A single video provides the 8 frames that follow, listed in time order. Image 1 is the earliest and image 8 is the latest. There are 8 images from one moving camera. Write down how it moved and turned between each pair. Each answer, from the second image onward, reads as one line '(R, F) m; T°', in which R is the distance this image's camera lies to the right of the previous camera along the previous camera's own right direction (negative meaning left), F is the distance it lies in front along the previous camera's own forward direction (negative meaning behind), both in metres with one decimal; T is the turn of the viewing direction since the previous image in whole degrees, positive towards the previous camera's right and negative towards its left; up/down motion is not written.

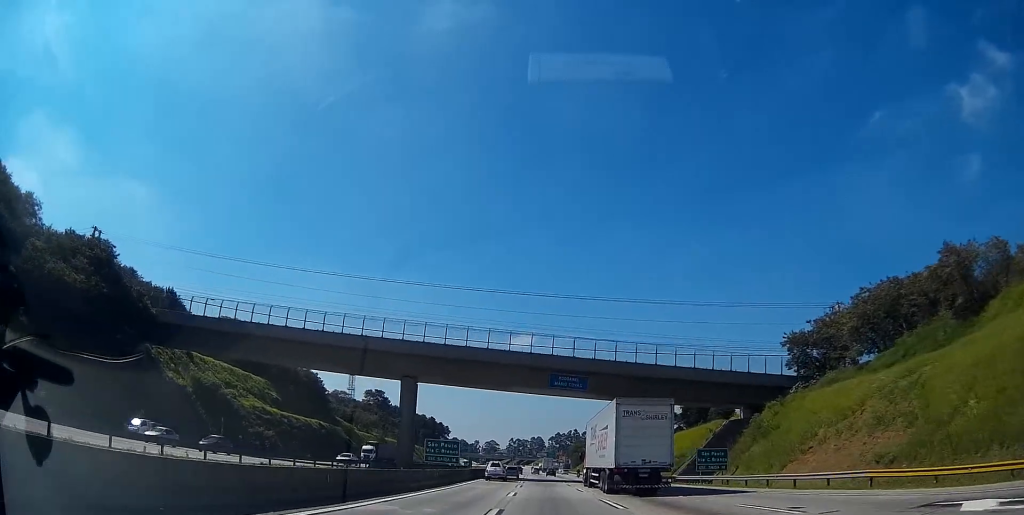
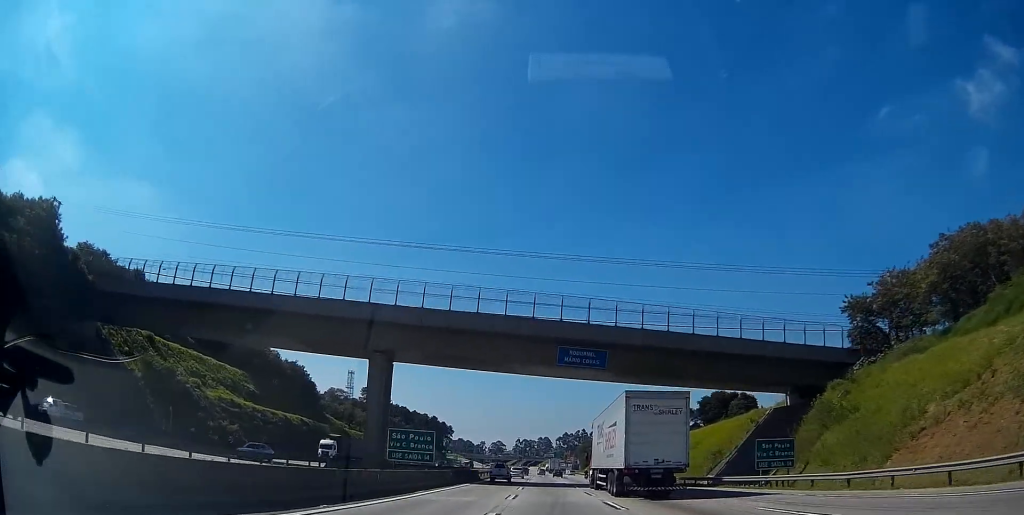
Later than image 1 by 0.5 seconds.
(-0.5, +14.0) m; -1°
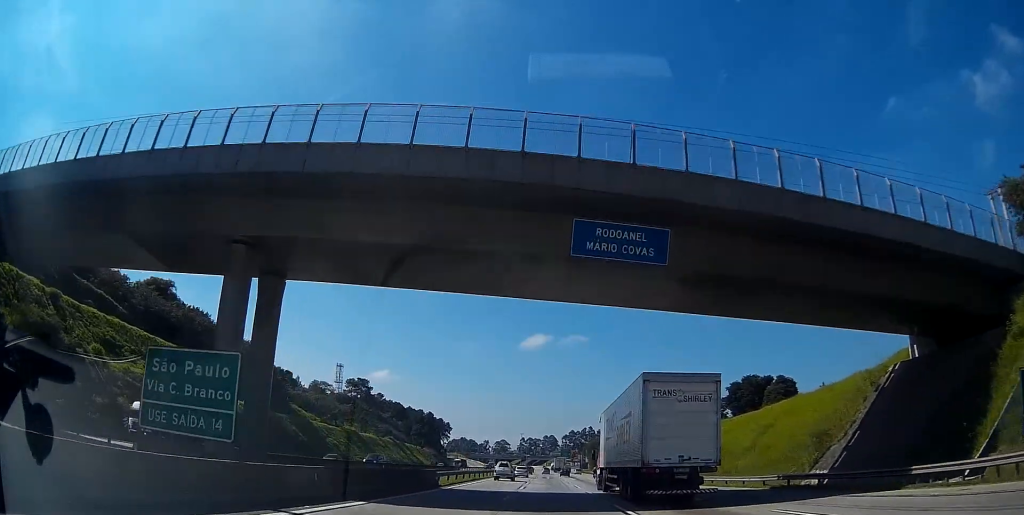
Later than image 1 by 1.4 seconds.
(-0.5, +25.2) m; -2°
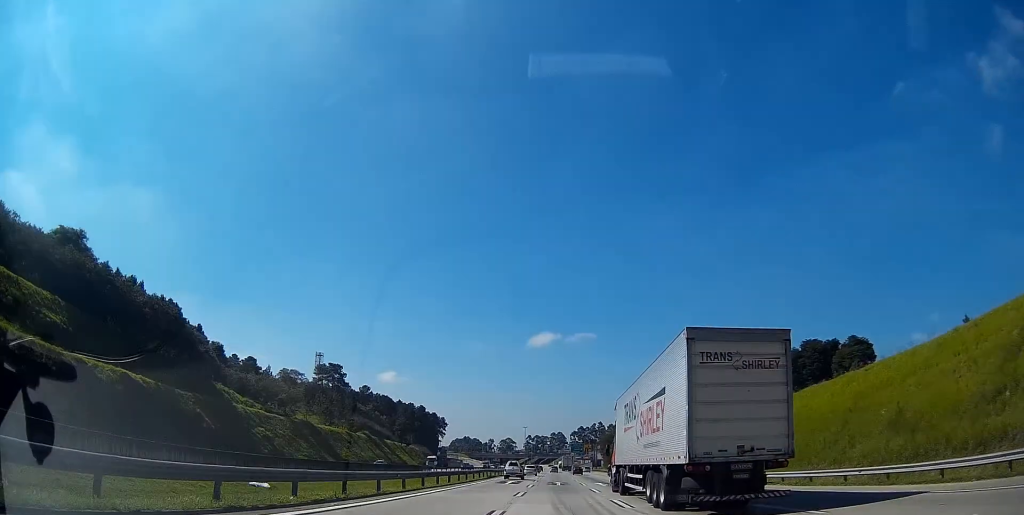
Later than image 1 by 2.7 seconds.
(-0.3, +35.3) m; -1°
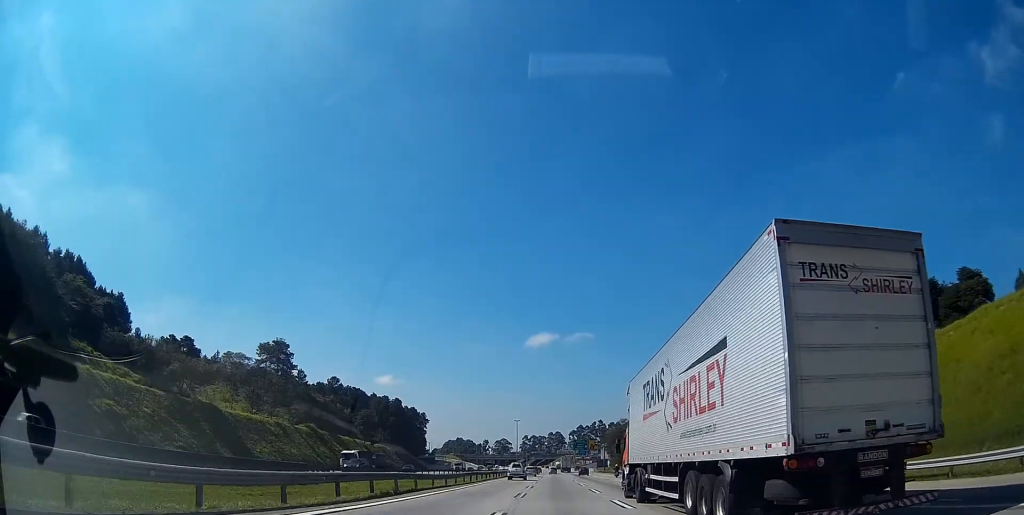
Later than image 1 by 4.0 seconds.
(-0.1, +37.9) m; -1°
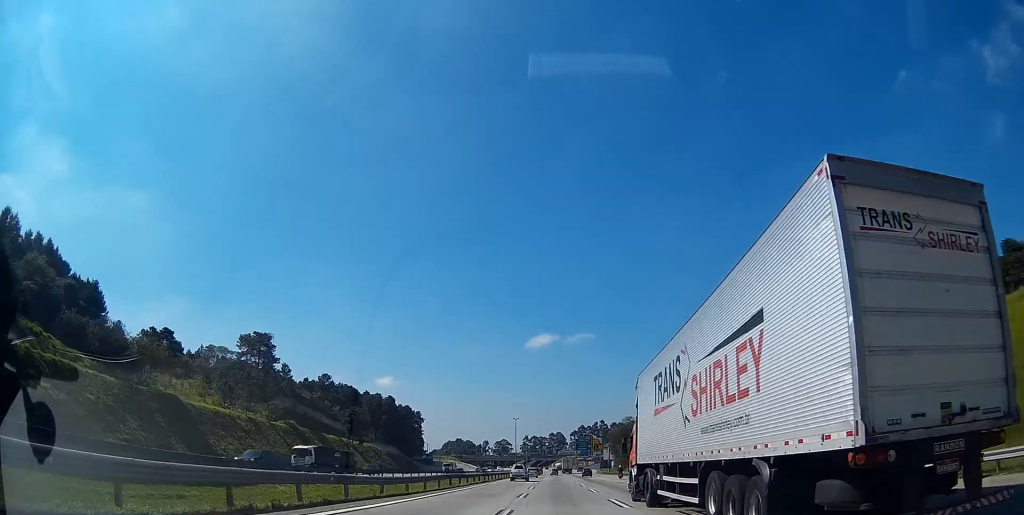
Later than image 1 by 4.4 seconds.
(-0.2, +11.0) m; 0°
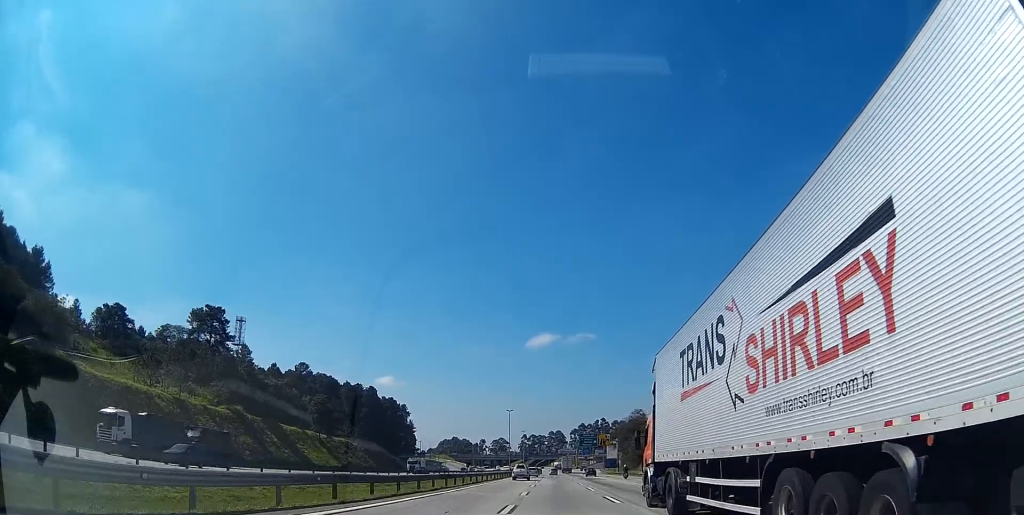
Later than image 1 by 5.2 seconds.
(-0.1, +22.0) m; 0°
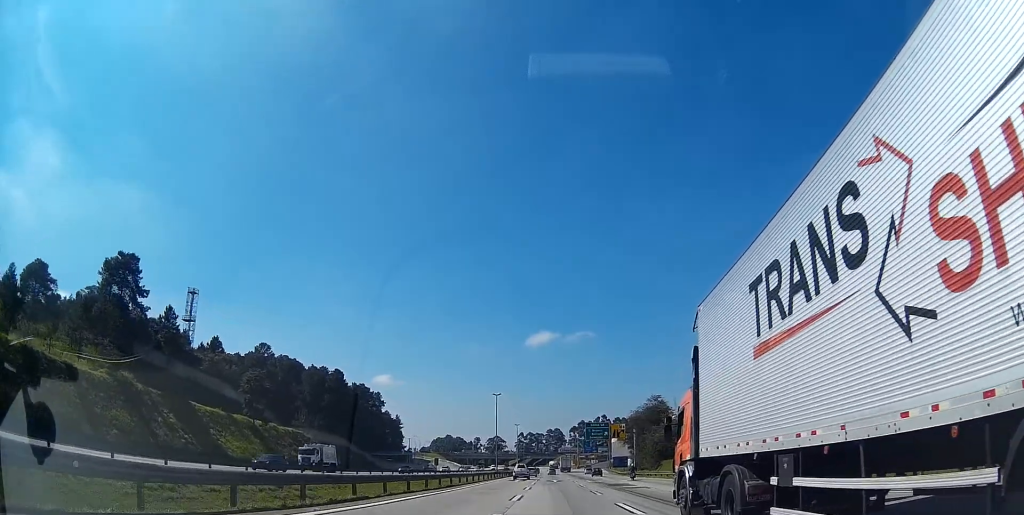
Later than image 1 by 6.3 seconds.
(+0.4, +30.0) m; +1°
